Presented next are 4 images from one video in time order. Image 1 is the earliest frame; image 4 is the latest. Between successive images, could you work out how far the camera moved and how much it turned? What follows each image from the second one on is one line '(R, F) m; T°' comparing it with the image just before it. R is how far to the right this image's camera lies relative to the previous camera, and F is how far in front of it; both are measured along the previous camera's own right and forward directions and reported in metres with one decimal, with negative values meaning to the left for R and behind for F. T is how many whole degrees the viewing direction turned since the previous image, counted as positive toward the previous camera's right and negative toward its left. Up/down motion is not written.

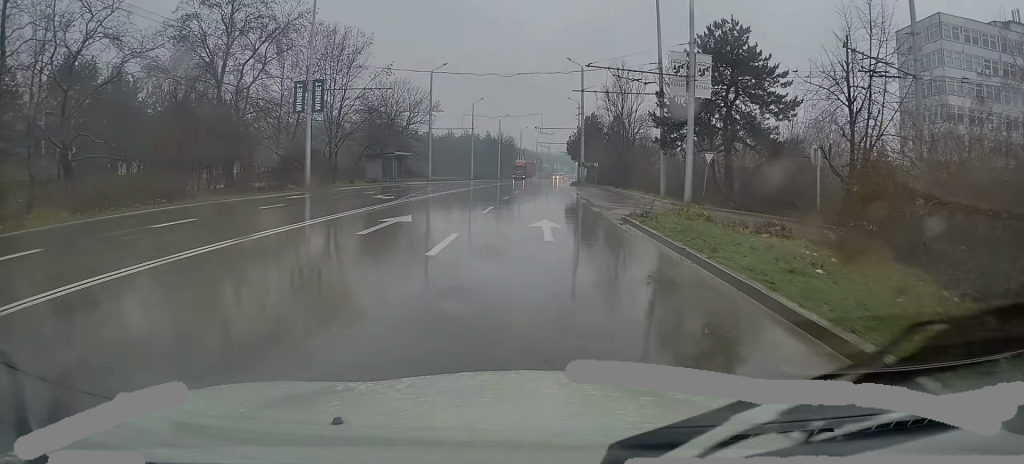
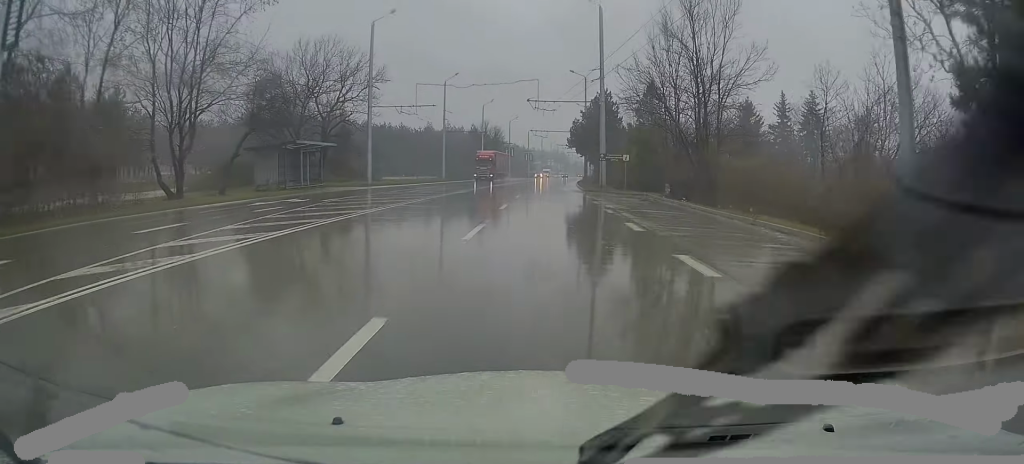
(+0.5, +25.0) m; +2°
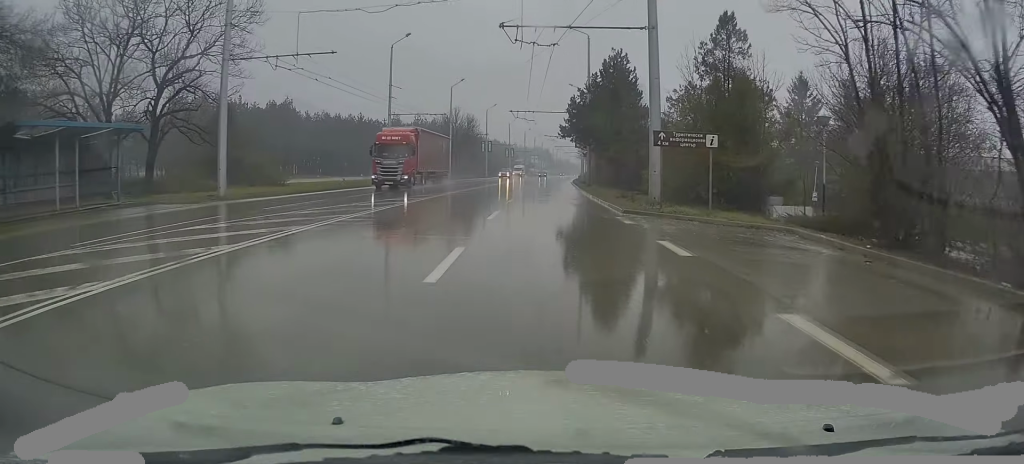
(+0.2, +22.5) m; +1°
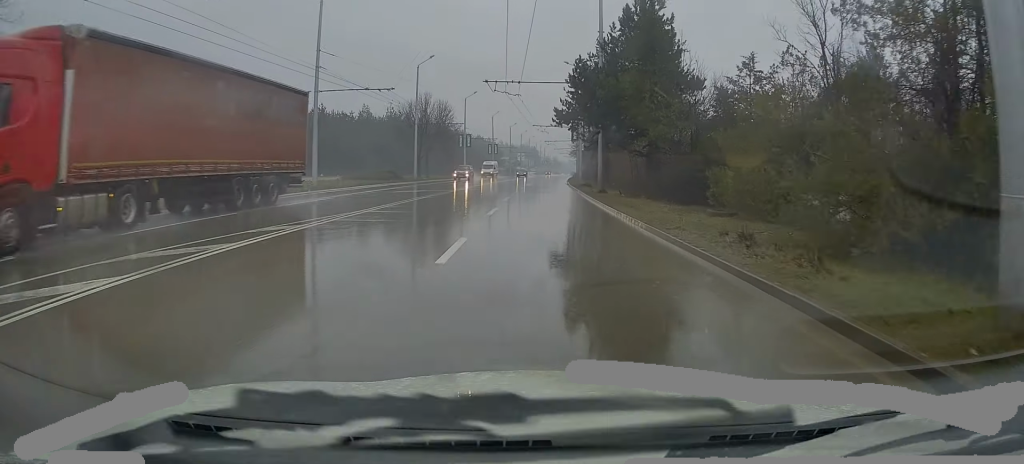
(0.0, +16.8) m; +1°
